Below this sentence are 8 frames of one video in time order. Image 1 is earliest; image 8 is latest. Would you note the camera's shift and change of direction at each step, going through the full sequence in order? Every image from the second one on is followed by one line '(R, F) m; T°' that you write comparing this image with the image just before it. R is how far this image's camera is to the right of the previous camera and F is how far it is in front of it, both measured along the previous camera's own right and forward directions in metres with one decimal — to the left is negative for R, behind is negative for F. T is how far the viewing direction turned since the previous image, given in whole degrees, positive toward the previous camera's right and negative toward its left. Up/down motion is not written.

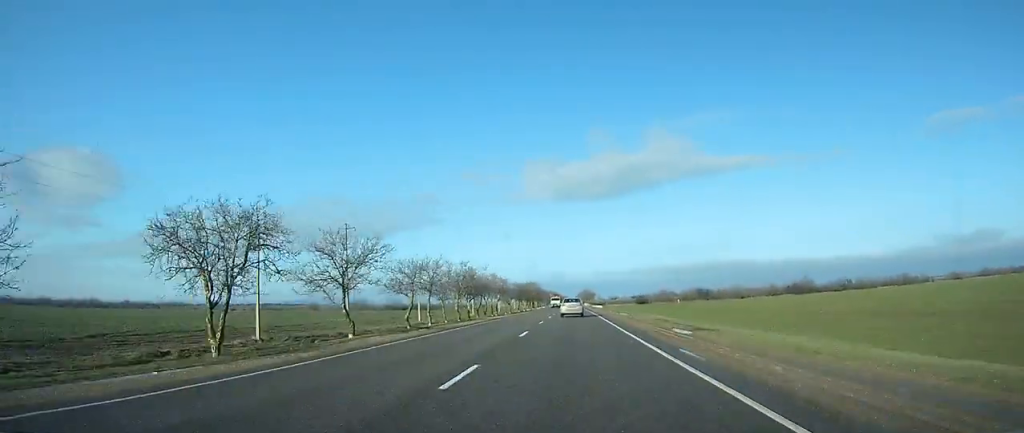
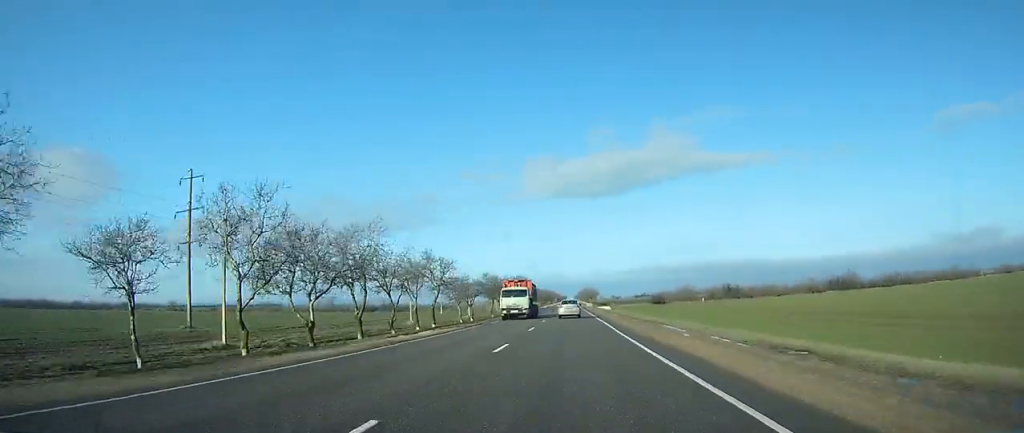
(-0.1, +54.3) m; 0°
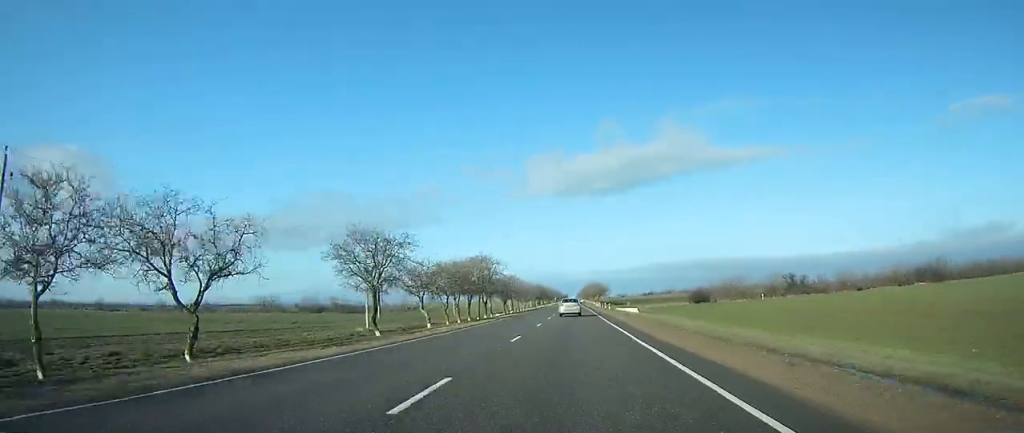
(-0.2, +69.0) m; 0°
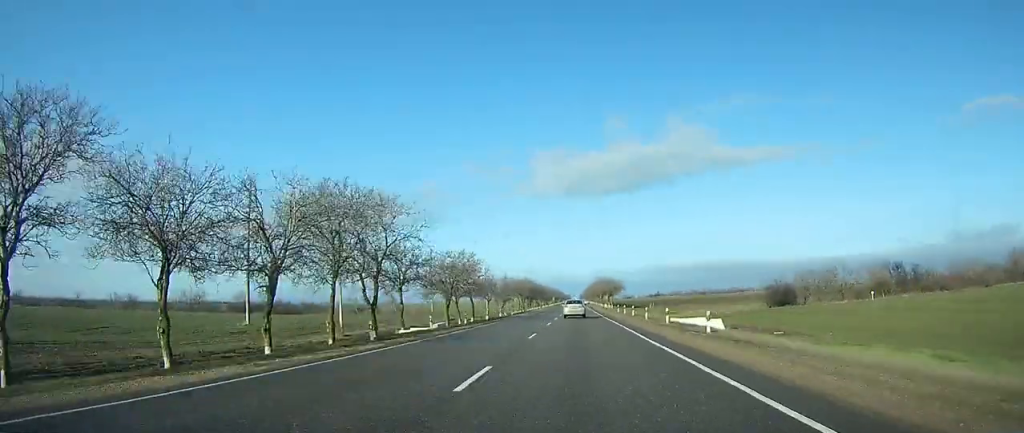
(-0.1, +58.7) m; 0°
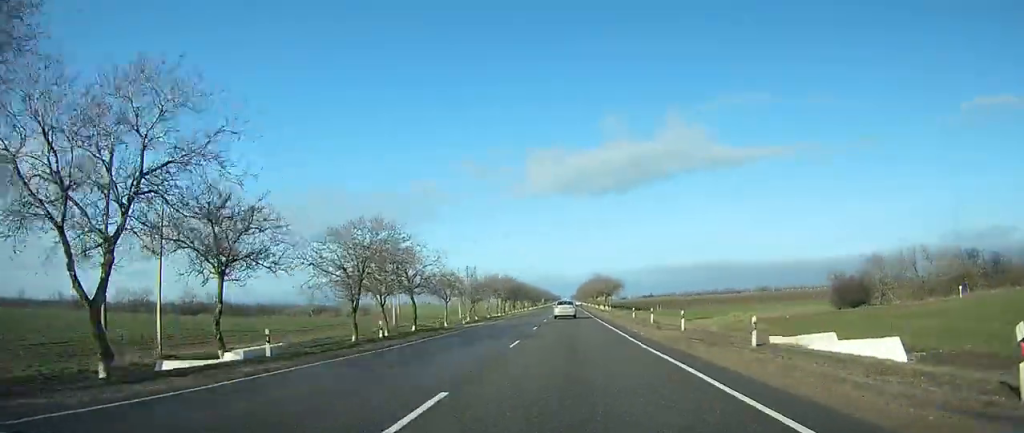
(0.0, +27.3) m; 0°
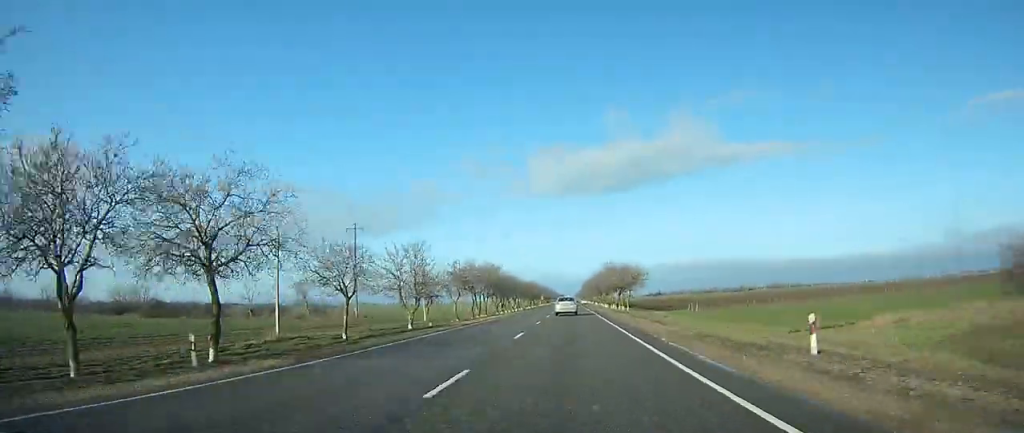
(0.0, +33.7) m; 0°
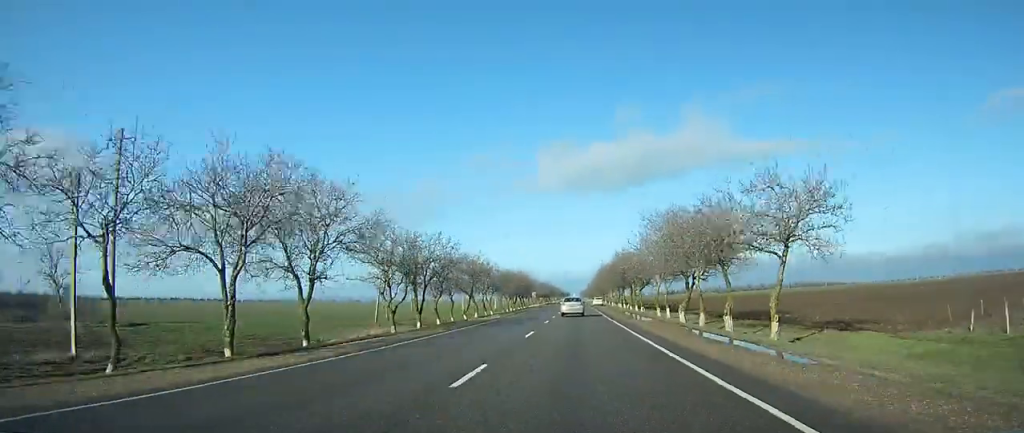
(-0.2, +71.3) m; 0°
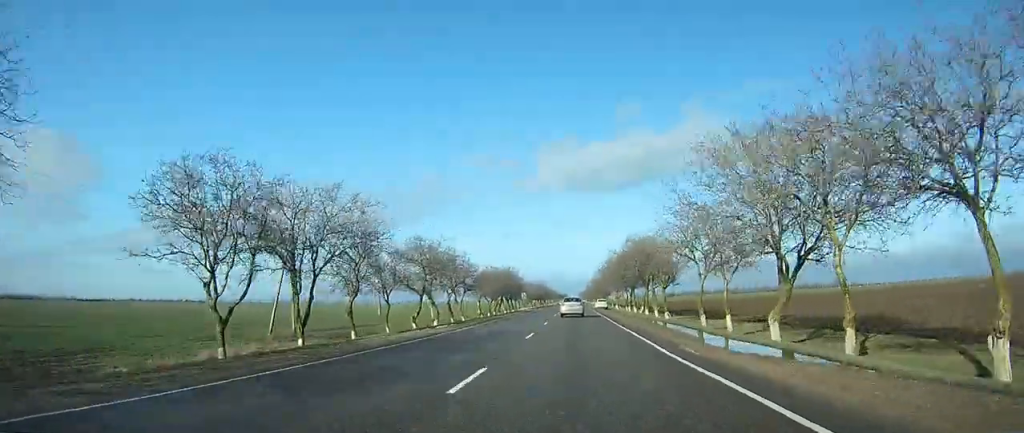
(0.0, +24.4) m; 0°
